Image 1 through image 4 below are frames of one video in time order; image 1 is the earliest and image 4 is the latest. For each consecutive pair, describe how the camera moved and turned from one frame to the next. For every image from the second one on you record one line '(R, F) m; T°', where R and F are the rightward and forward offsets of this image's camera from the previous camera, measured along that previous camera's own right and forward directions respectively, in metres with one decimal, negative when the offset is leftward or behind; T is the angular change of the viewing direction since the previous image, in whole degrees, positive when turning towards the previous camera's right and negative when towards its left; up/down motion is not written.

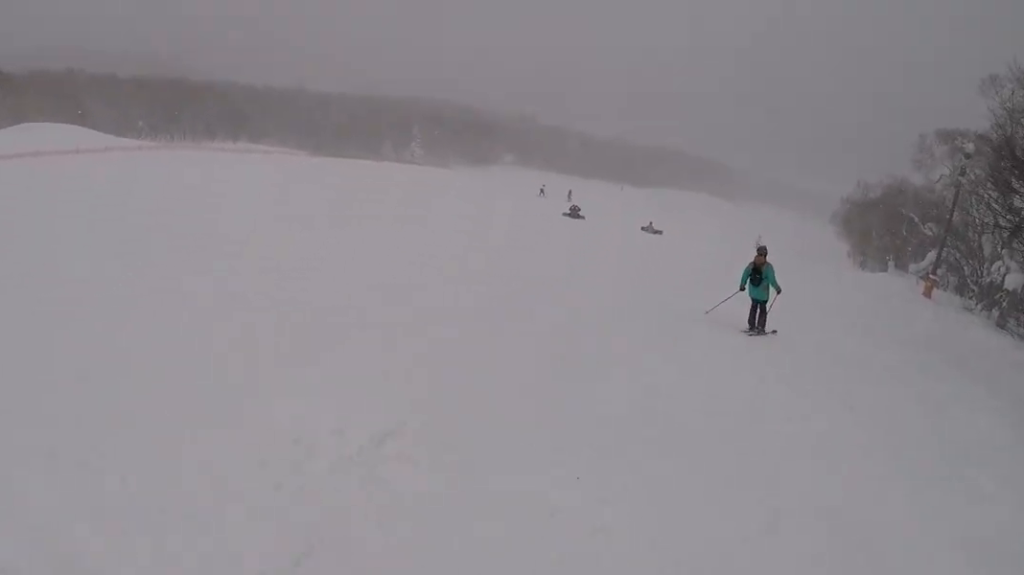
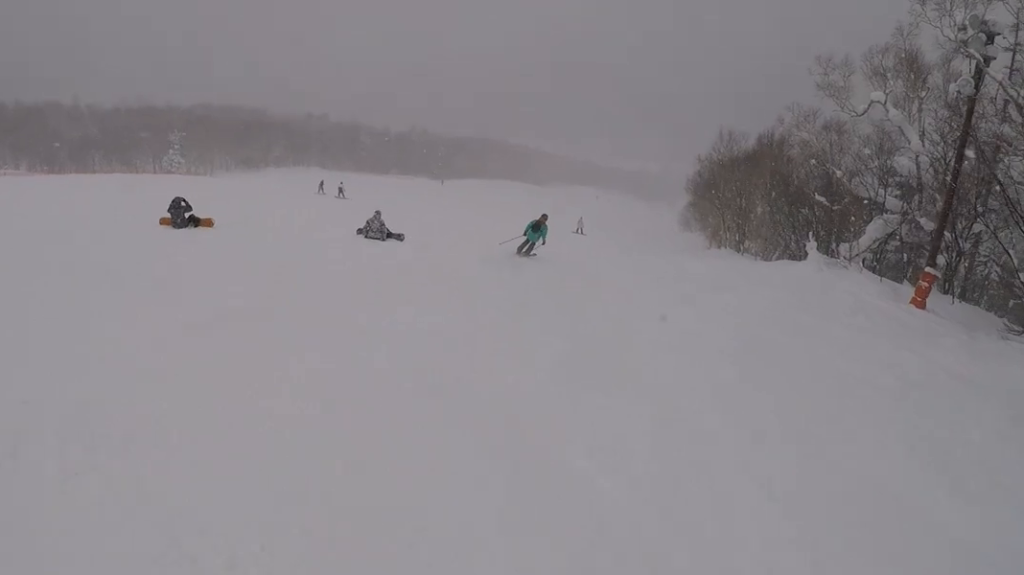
(+4.2, +24.1) m; +15°
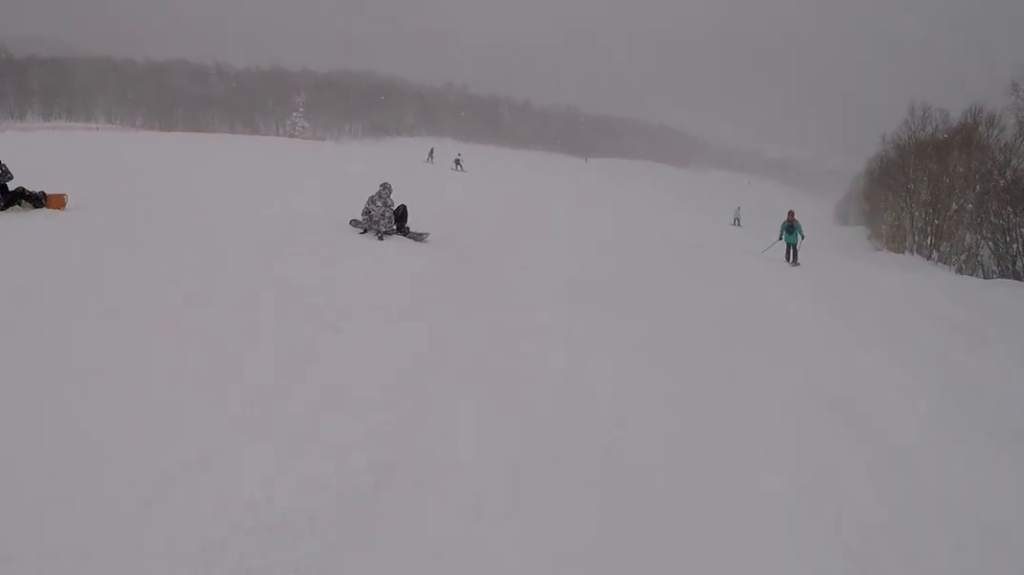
(-1.1, +9.1) m; -6°
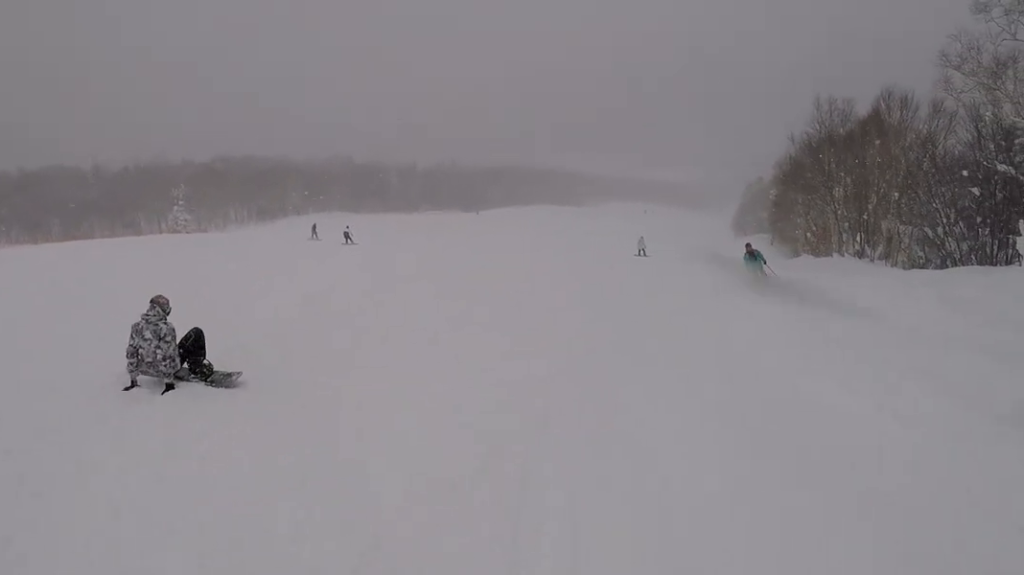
(-0.3, +4.3) m; +2°
